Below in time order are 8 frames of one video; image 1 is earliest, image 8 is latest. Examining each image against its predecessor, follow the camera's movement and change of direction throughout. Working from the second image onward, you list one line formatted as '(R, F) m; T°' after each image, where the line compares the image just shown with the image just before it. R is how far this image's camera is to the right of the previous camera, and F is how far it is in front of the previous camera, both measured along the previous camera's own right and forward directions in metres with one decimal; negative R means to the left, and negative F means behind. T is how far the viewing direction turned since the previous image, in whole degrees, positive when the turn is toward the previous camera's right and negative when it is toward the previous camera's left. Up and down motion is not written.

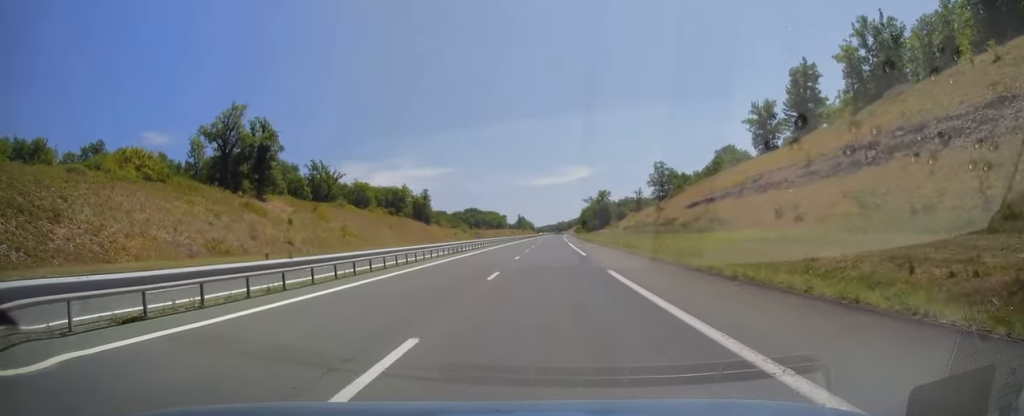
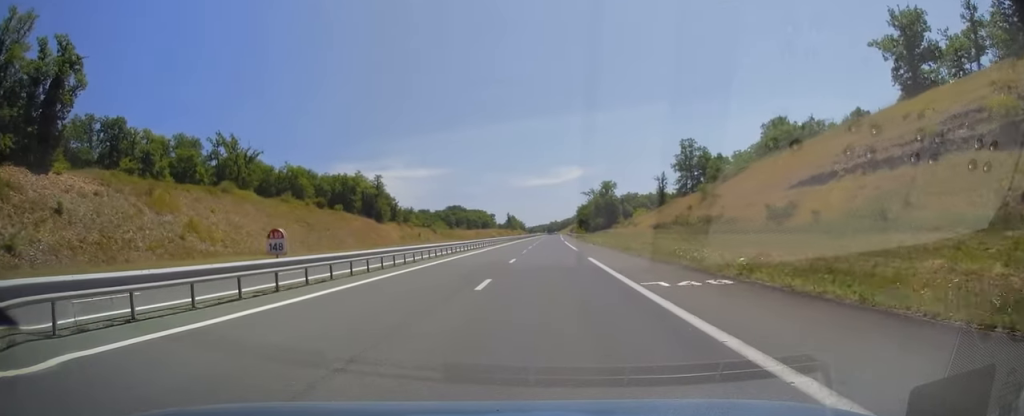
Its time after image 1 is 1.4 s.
(0.0, +42.3) m; 0°
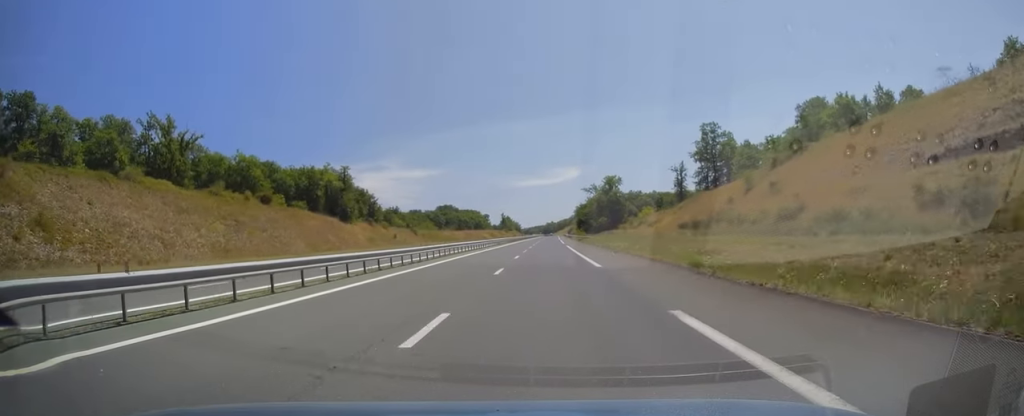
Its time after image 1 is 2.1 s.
(+0.1, +20.2) m; 0°
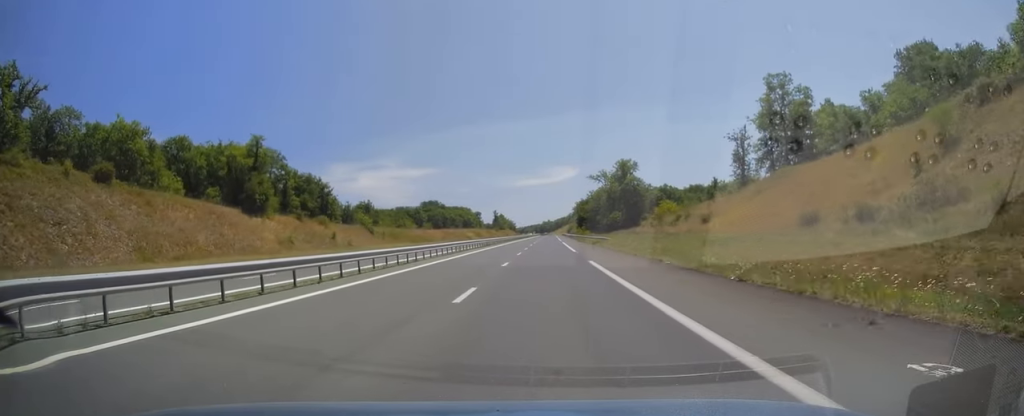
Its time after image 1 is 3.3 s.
(+0.3, +34.4) m; 0°
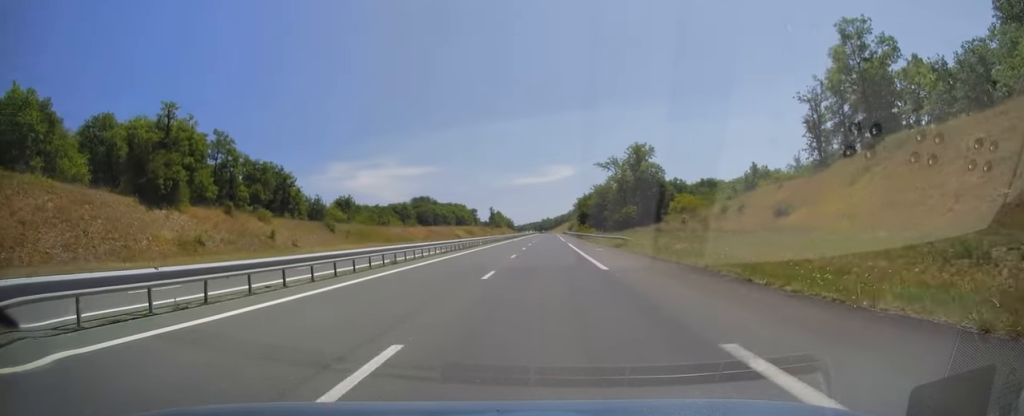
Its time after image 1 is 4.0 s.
(0.0, +20.6) m; 0°
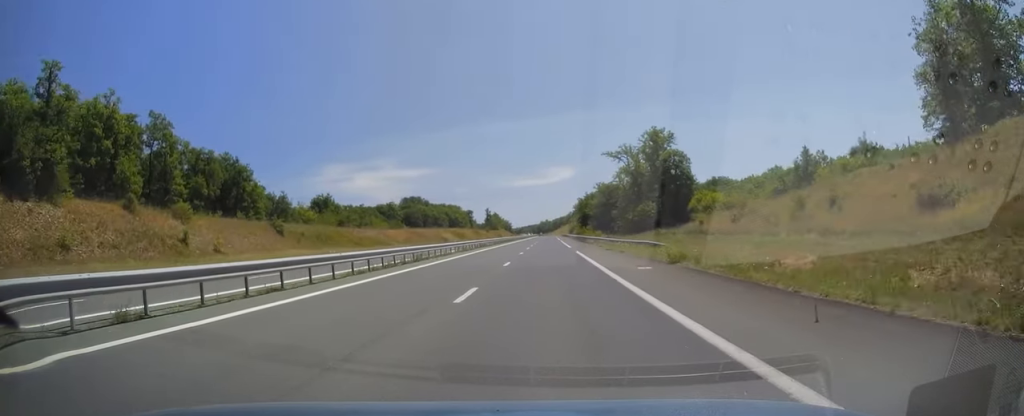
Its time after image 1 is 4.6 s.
(-0.1, +18.2) m; 0°
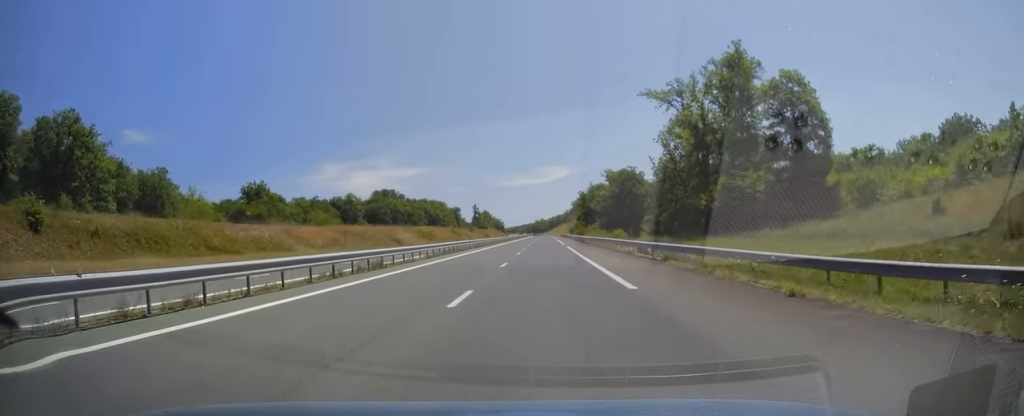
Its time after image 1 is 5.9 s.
(+0.4, +39.8) m; +1°
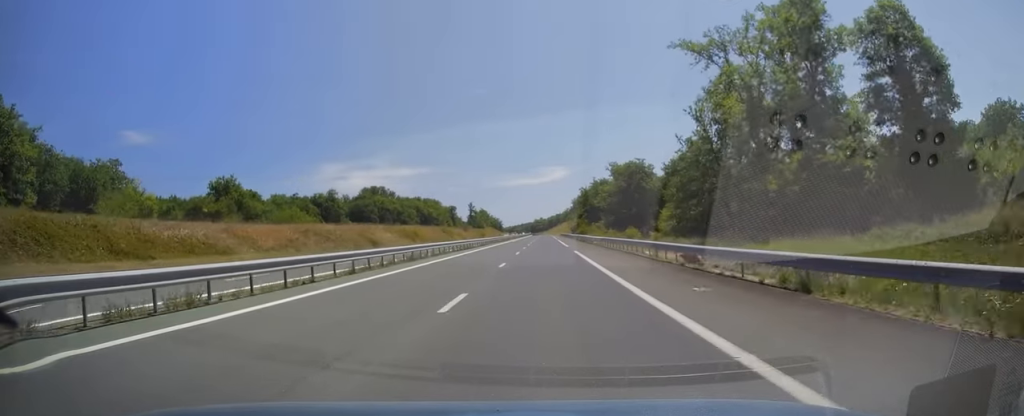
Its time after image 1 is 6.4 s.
(0.0, +13.8) m; 0°
